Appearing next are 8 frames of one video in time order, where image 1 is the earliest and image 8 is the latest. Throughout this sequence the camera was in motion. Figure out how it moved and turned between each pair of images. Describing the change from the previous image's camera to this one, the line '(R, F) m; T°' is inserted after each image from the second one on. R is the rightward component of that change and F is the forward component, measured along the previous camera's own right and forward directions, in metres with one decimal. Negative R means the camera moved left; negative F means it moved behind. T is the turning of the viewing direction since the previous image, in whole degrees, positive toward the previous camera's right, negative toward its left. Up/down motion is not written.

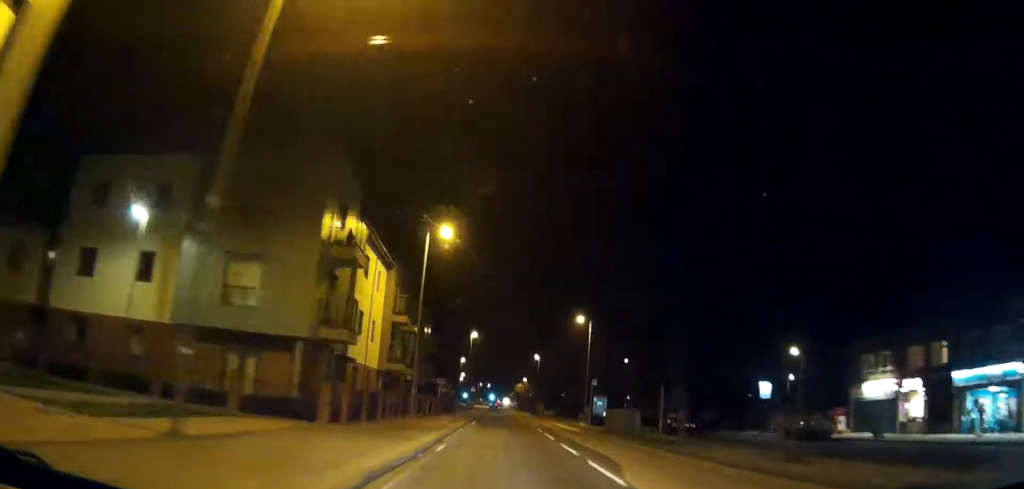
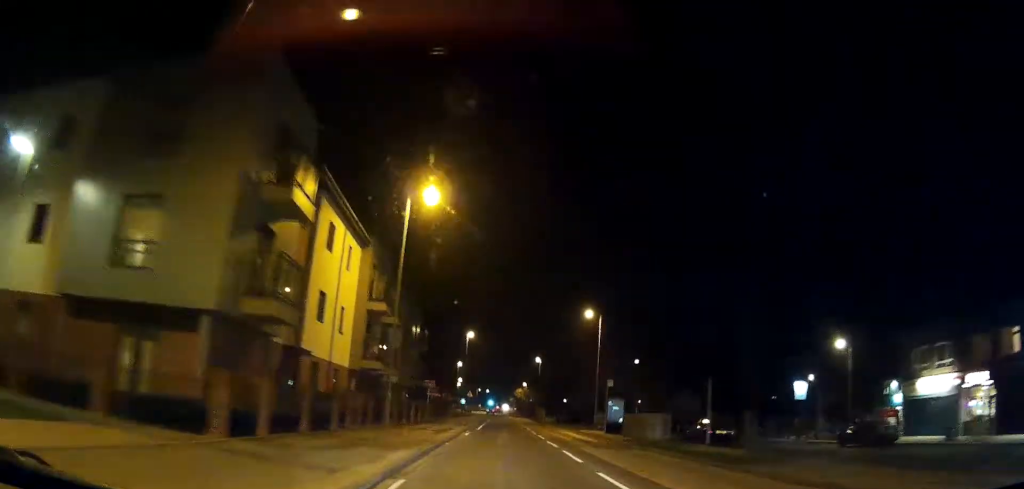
(0.0, +7.0) m; 0°
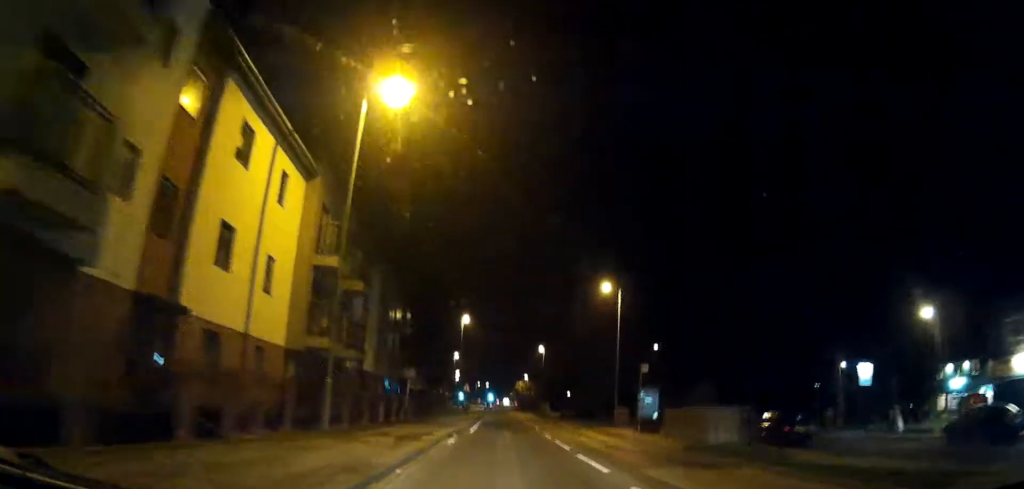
(0.0, +9.5) m; 0°
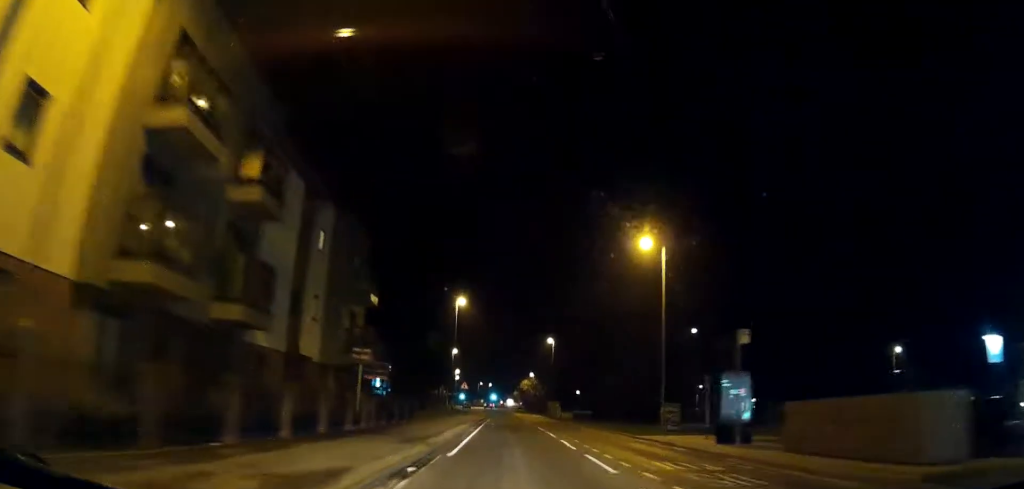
(0.0, +12.5) m; 0°
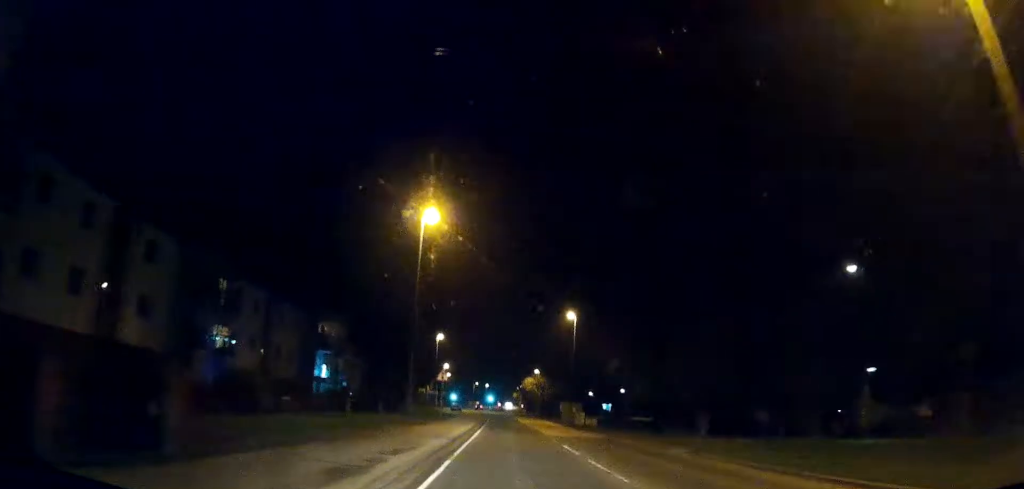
(-0.6, +26.5) m; -3°
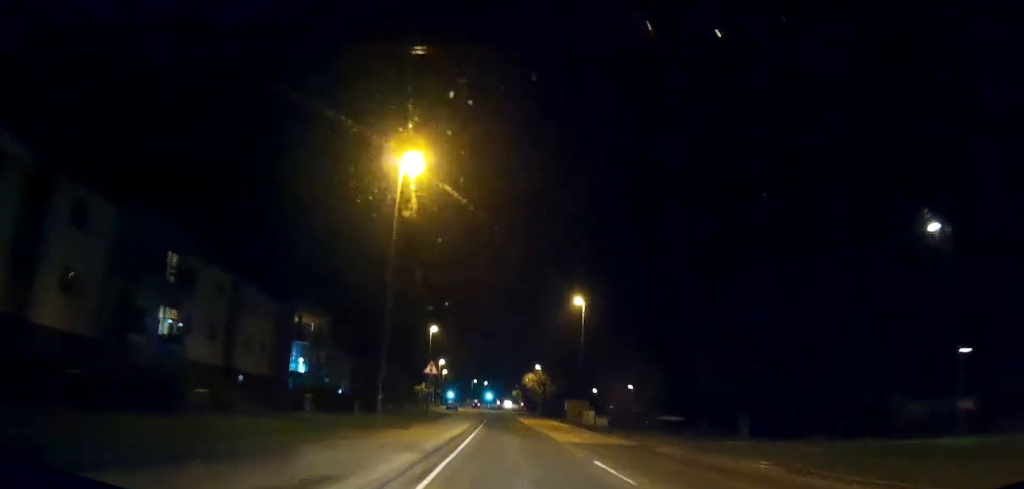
(-0.1, +7.0) m; 0°
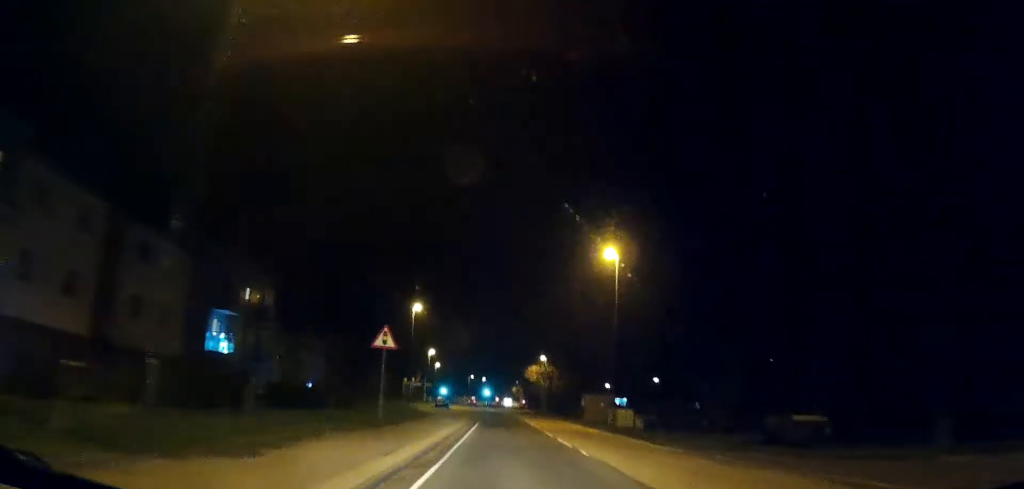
(+0.3, +15.7) m; +4°
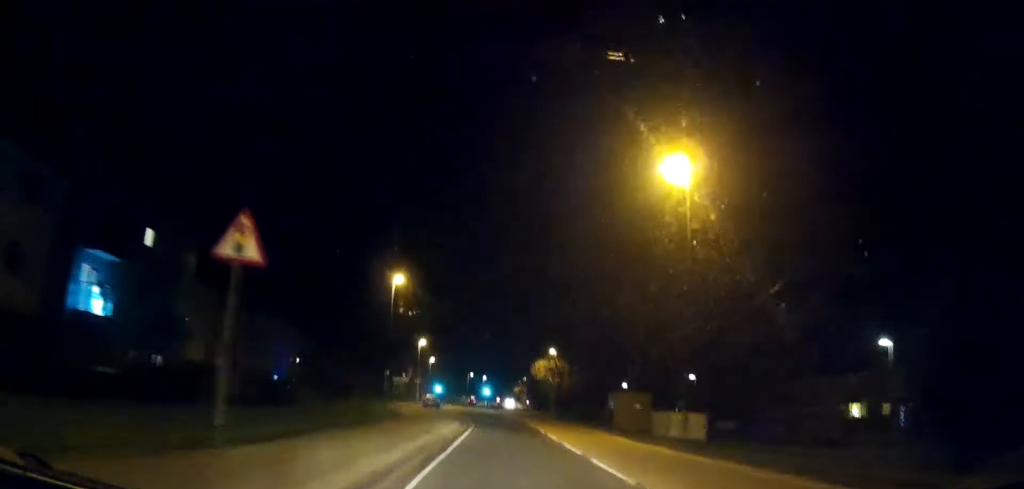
(+0.7, +14.2) m; +2°
